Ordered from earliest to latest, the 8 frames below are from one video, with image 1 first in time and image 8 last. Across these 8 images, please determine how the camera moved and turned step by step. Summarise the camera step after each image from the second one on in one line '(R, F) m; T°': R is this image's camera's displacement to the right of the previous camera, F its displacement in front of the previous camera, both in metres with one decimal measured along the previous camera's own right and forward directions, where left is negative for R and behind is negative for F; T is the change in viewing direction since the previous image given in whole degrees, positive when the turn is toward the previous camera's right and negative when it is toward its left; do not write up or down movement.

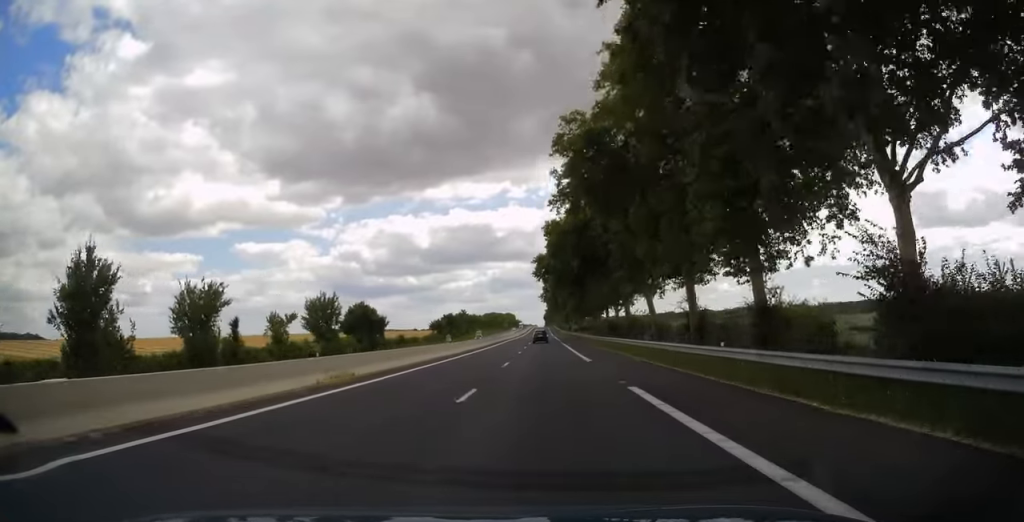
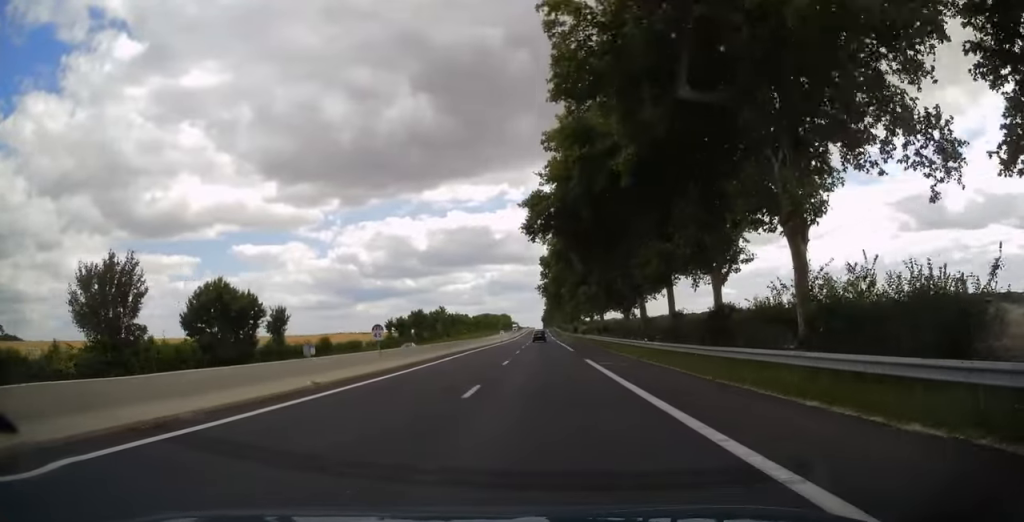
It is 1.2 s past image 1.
(+0.1, +38.0) m; 0°
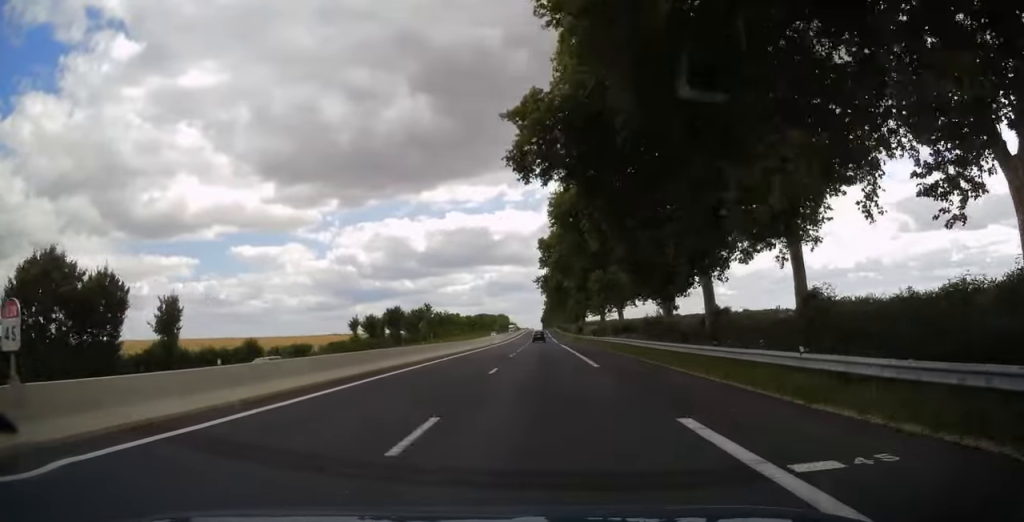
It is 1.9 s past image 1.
(0.0, +19.0) m; 0°
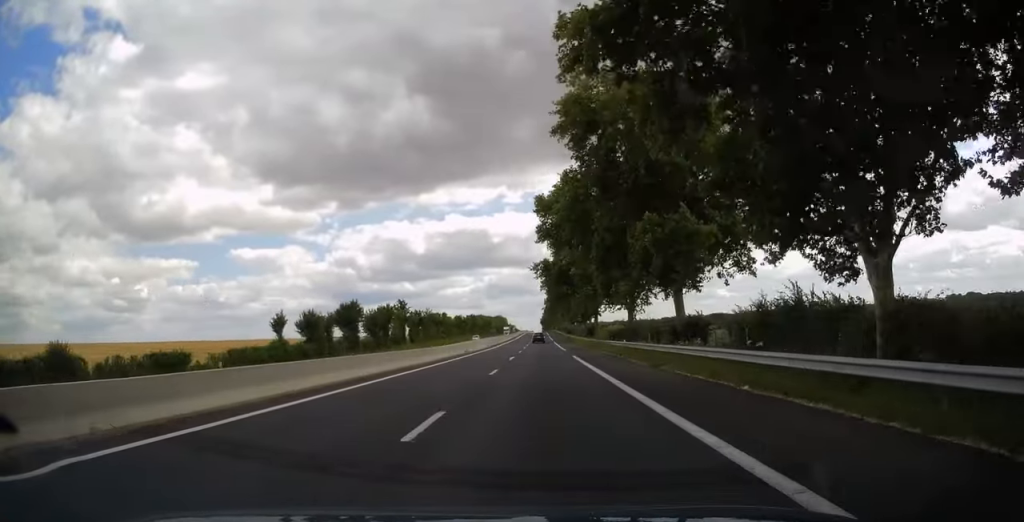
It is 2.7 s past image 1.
(0.0, +24.8) m; 0°
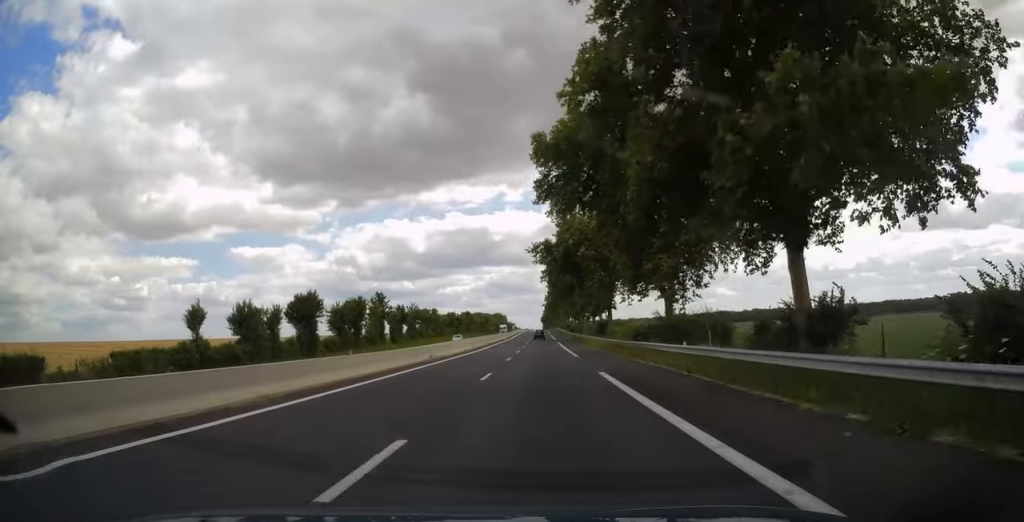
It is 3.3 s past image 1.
(0.0, +15.9) m; 0°
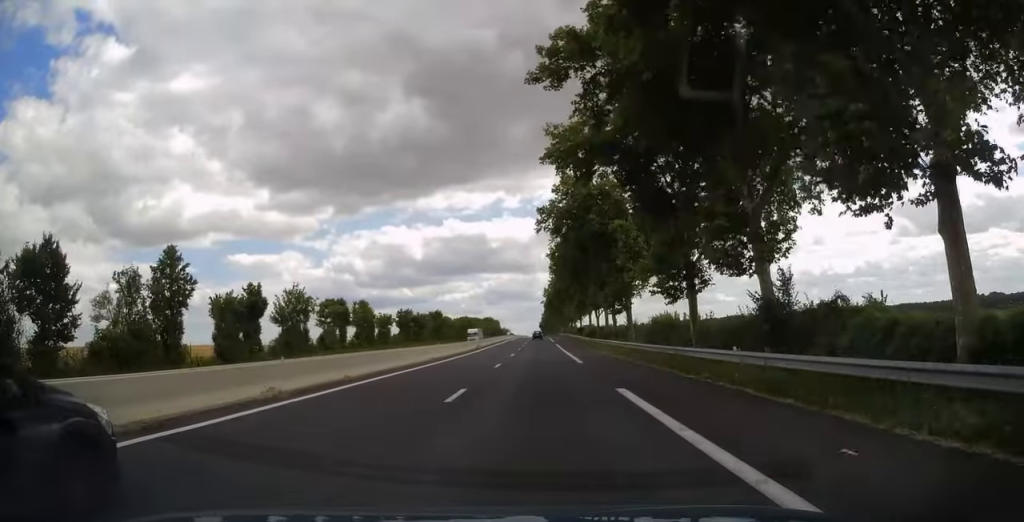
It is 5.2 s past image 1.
(0.0, +57.9) m; 0°
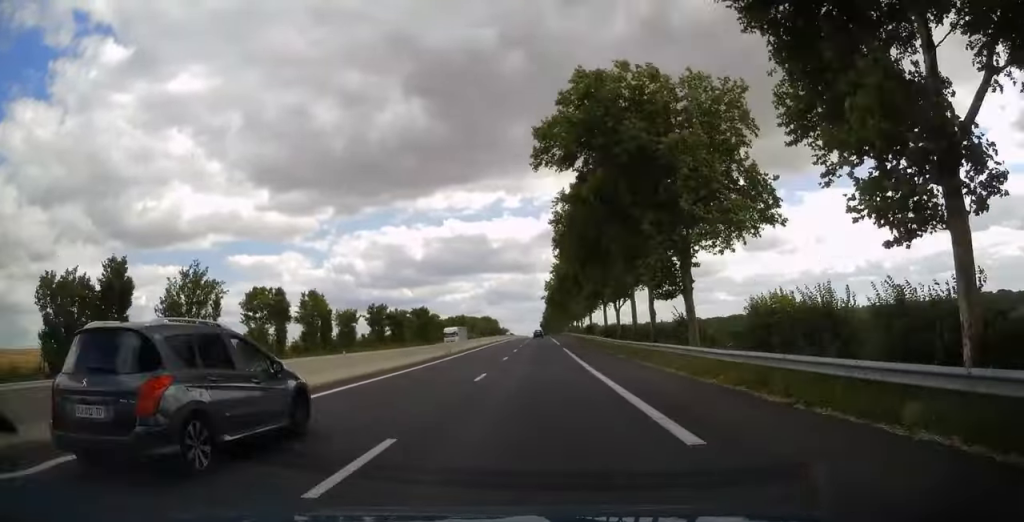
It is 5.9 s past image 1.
(0.0, +20.2) m; 0°
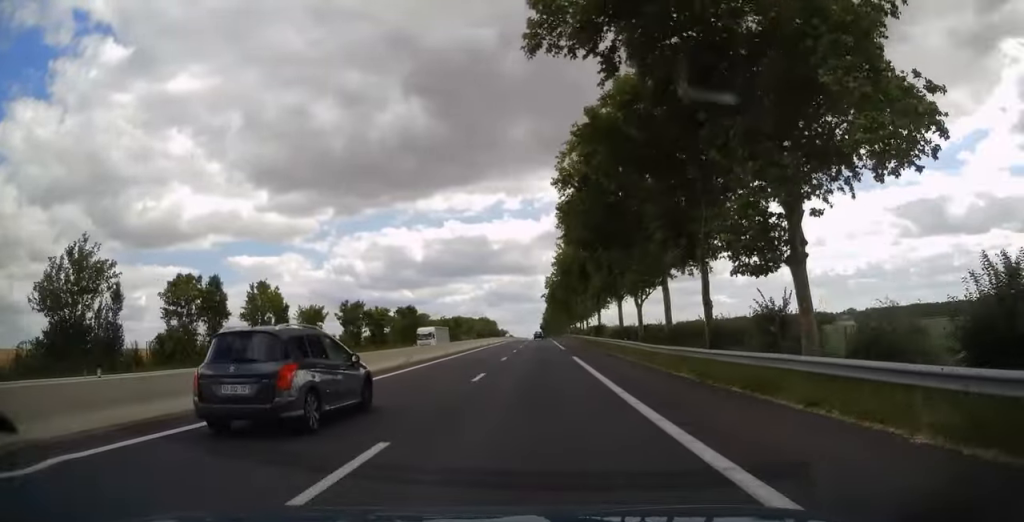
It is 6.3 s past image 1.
(0.0, +13.3) m; 0°
